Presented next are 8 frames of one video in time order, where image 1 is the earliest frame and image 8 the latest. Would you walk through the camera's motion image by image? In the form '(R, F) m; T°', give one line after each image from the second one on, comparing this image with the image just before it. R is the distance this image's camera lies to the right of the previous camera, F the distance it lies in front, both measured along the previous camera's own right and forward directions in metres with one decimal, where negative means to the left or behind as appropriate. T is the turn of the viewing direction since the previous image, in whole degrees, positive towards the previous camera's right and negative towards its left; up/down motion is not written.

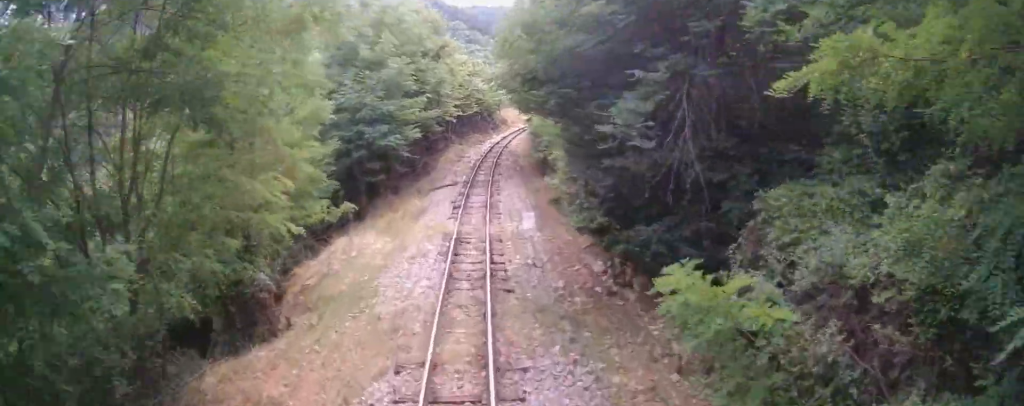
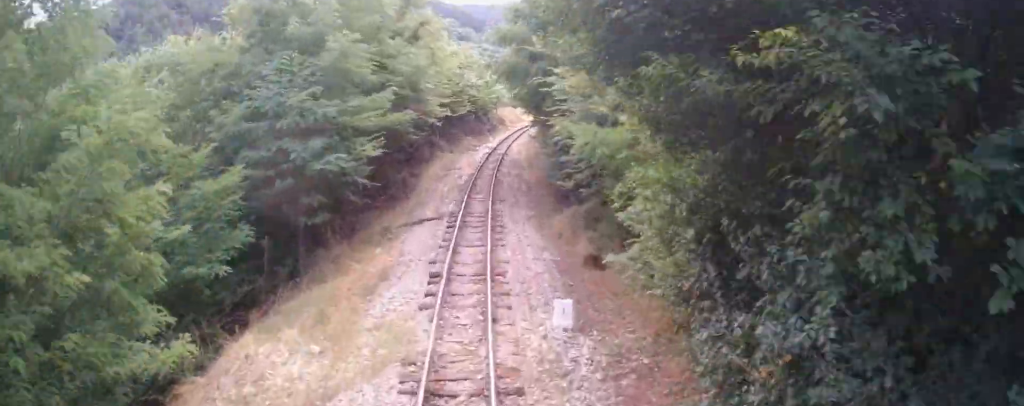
(+0.2, +8.1) m; +1°
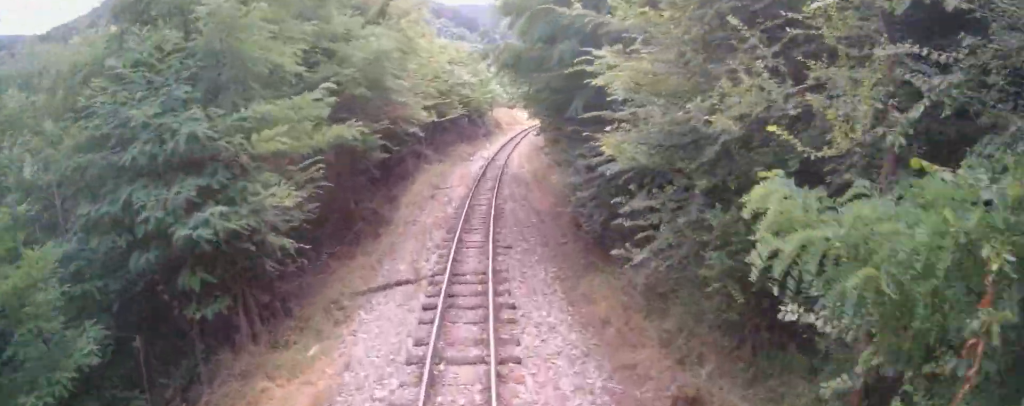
(0.0, +6.3) m; -1°
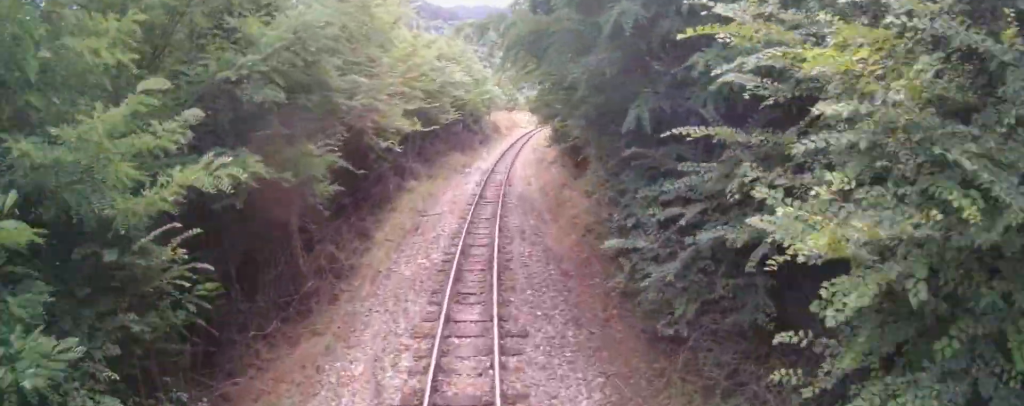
(-0.1, +5.2) m; -1°
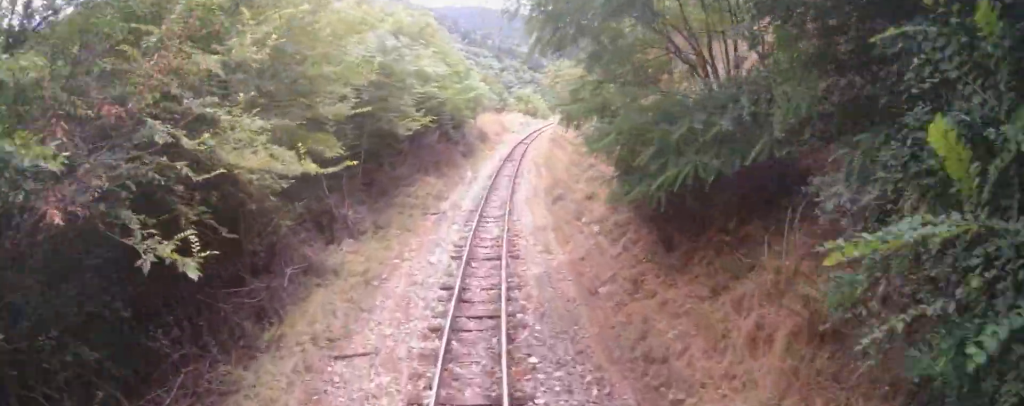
(+0.1, +11.0) m; +2°
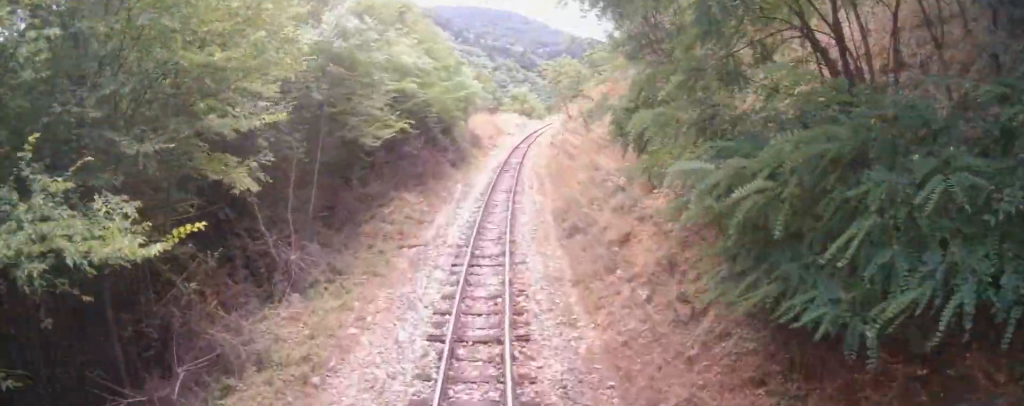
(+0.1, +4.5) m; +1°
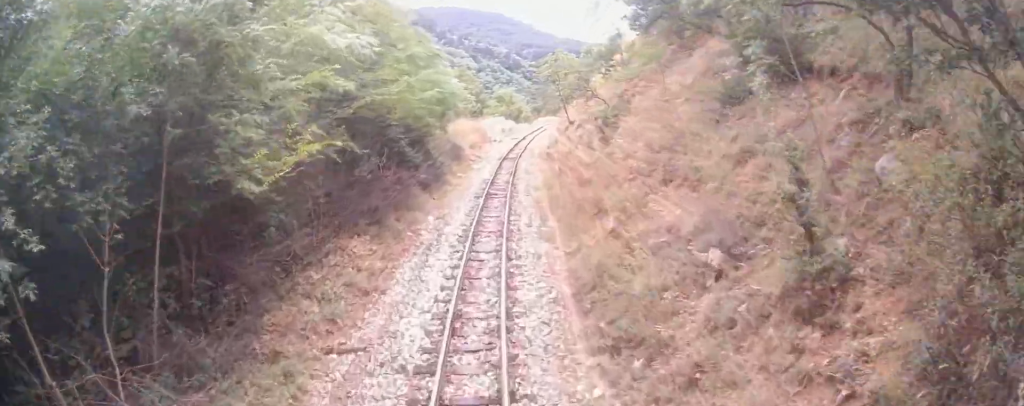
(+0.1, +6.5) m; 0°
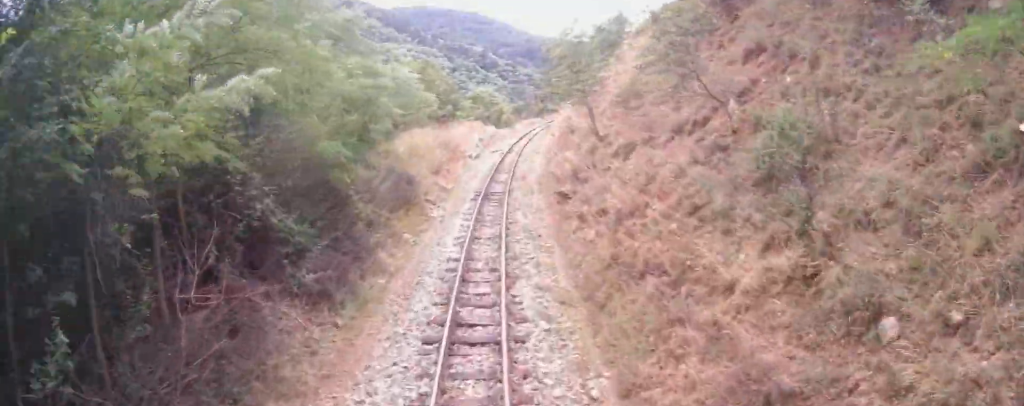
(0.0, +12.6) m; 0°
